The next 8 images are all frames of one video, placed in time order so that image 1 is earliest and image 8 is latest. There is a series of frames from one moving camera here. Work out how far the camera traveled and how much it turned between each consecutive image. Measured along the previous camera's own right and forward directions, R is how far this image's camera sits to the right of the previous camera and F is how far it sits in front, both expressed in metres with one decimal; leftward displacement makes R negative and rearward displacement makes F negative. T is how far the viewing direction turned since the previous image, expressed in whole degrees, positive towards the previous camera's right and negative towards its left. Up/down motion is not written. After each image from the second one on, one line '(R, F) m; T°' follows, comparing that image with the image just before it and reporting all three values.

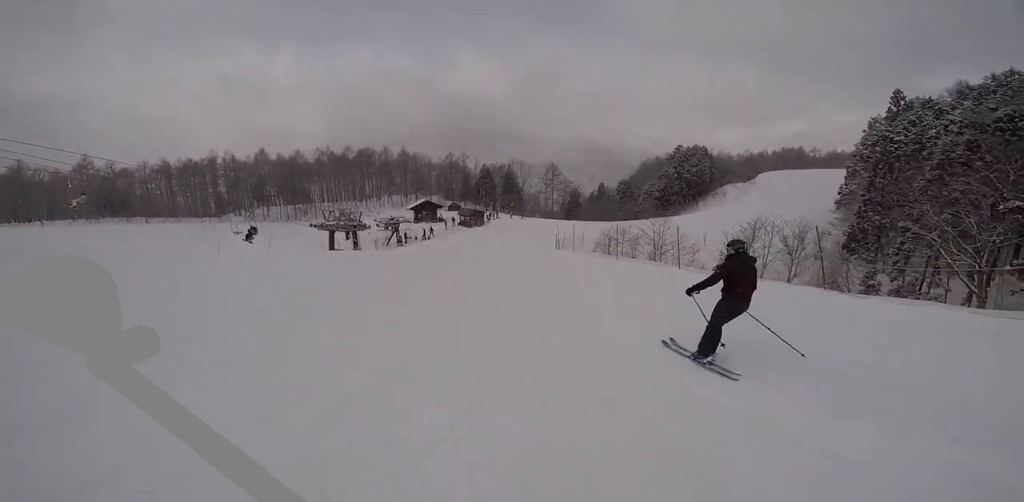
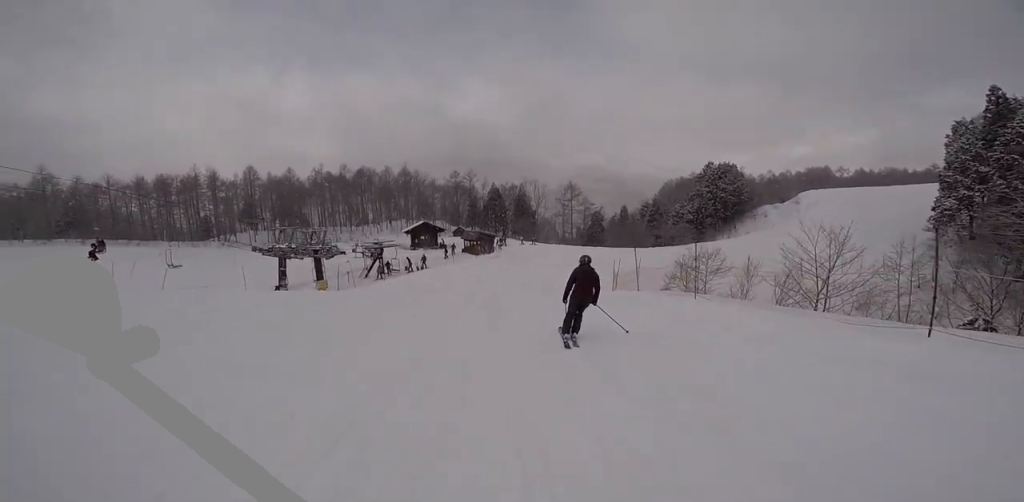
(-1.0, +12.1) m; 0°
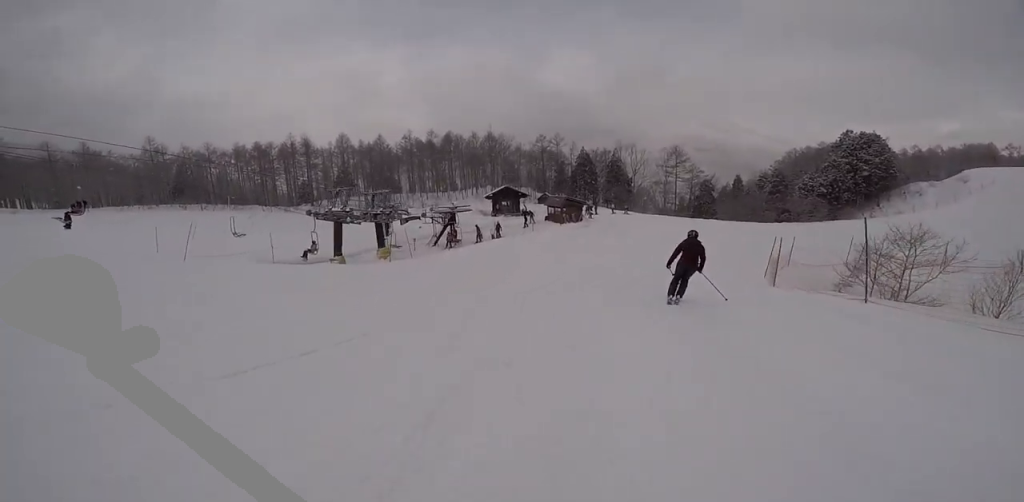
(+1.0, +6.0) m; 0°
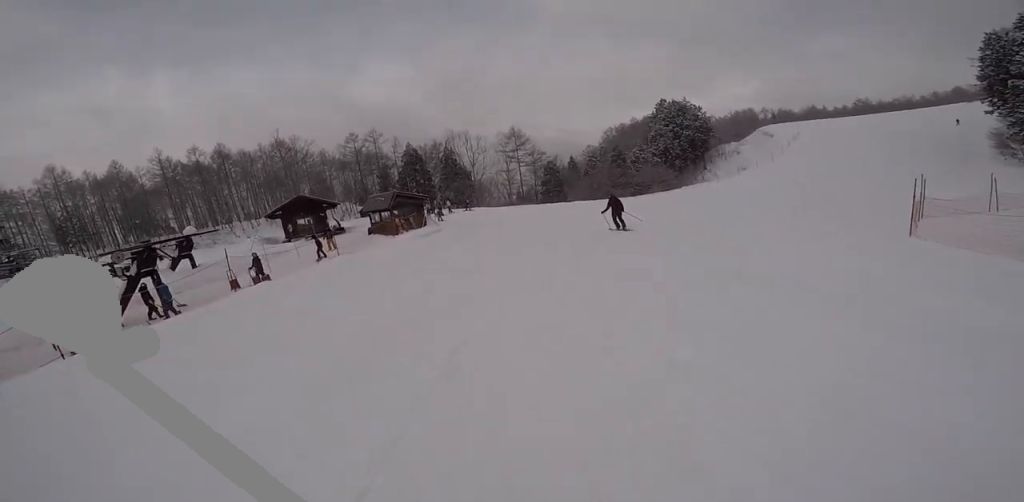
(+1.2, +13.6) m; +23°
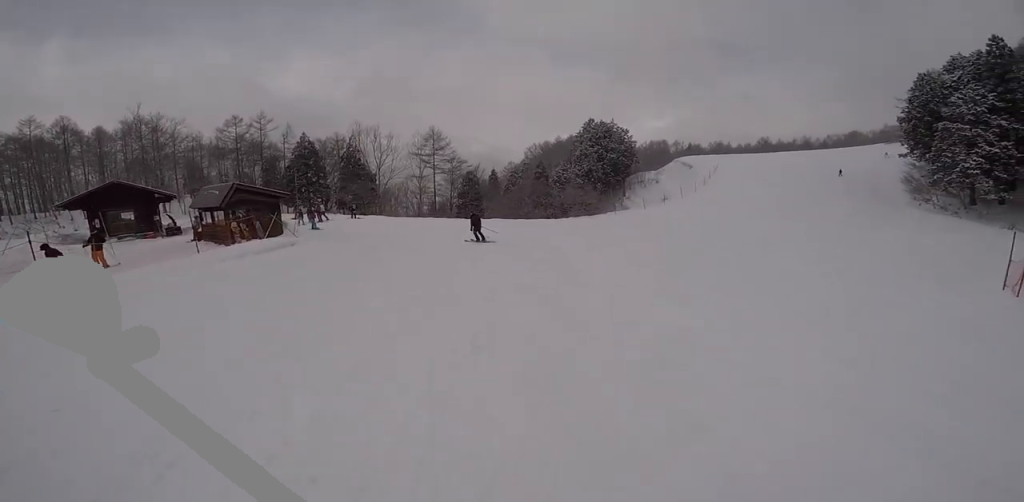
(+1.0, +6.7) m; +3°
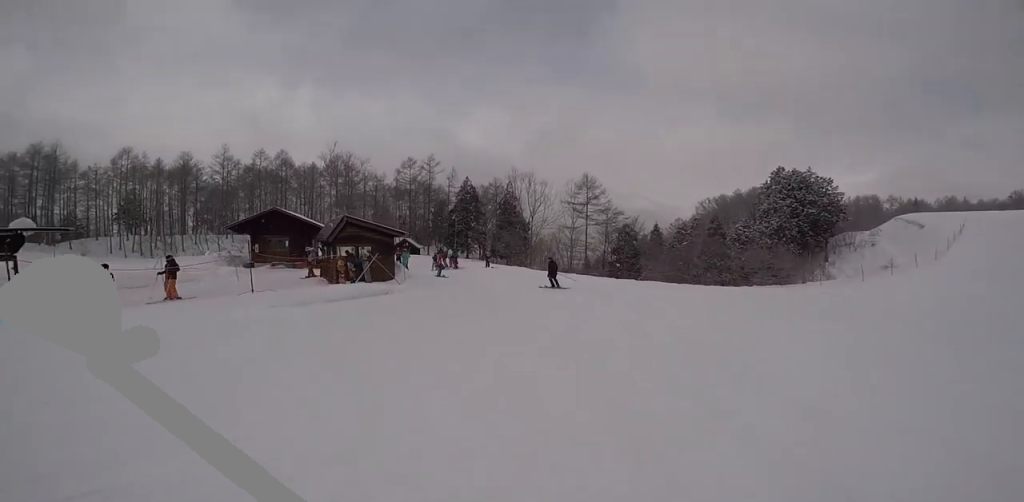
(-0.1, +5.3) m; -11°
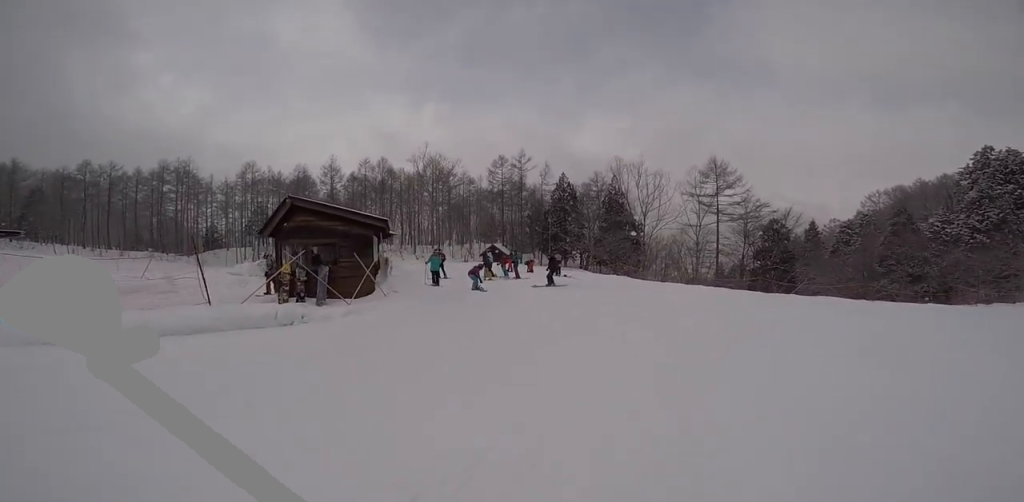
(-2.1, +7.4) m; -31°
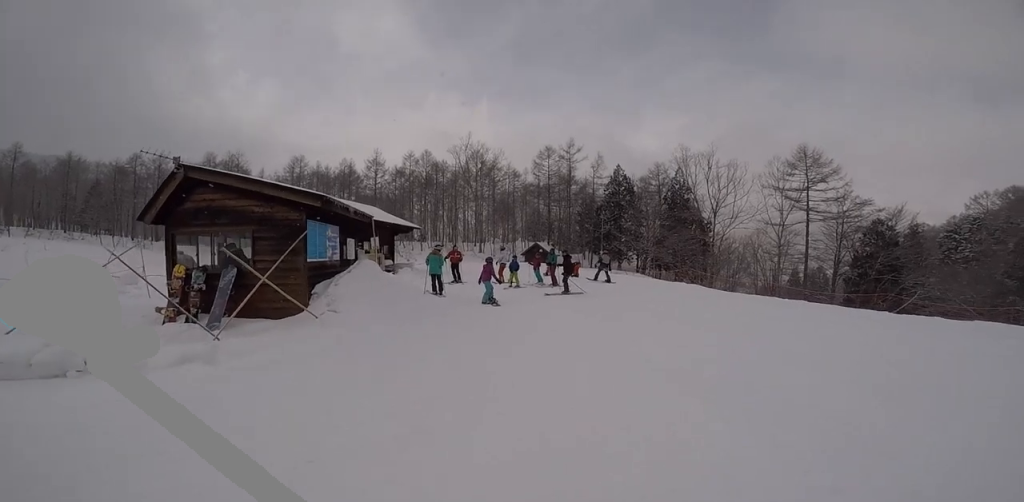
(-0.8, +4.1) m; -11°
